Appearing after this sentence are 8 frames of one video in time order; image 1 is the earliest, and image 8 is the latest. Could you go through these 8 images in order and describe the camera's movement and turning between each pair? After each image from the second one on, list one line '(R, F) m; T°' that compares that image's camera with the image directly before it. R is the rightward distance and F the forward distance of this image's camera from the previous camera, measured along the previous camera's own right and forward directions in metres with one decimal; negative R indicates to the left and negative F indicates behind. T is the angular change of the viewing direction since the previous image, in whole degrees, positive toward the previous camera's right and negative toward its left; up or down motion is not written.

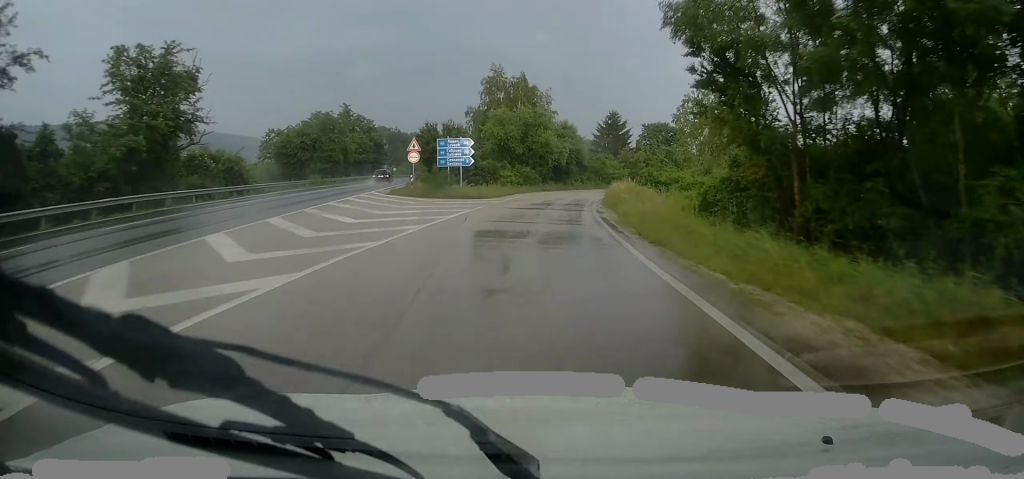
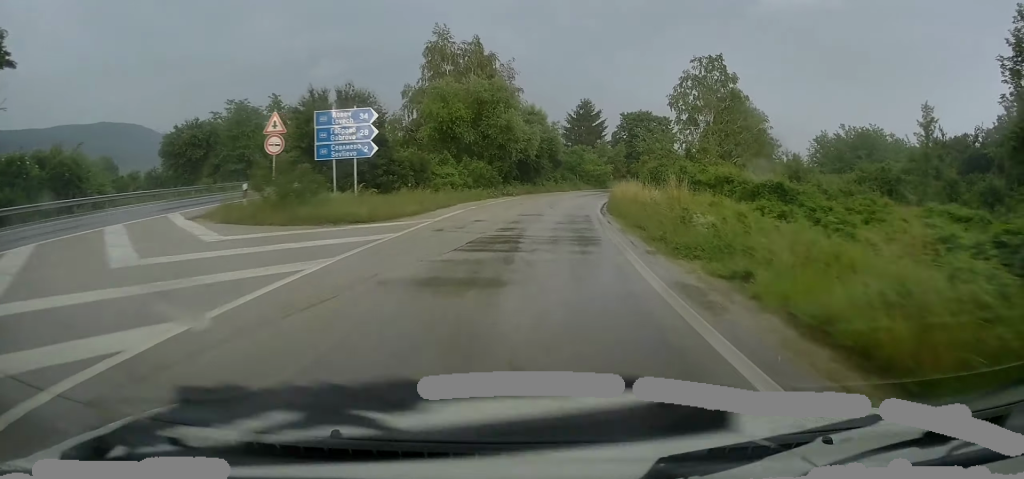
(+0.4, +17.2) m; +3°
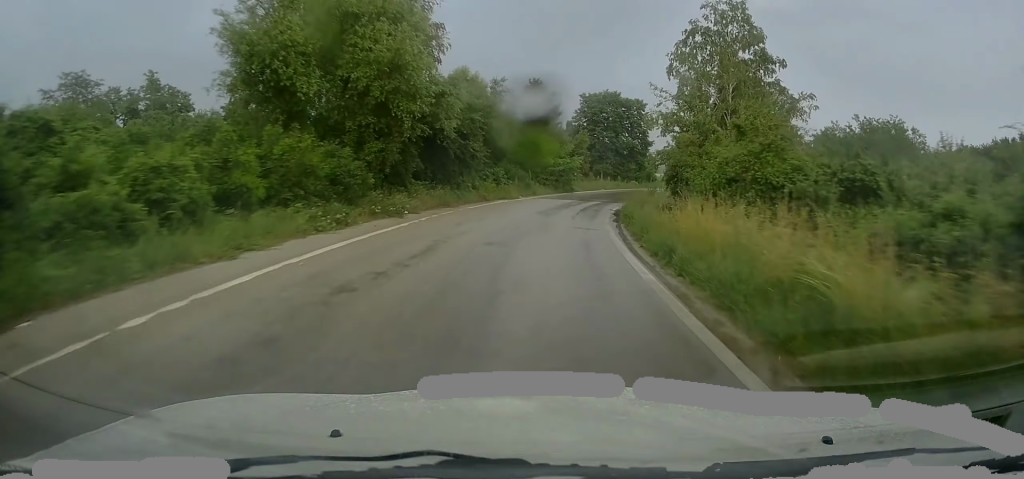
(+0.8, +21.5) m; +4°
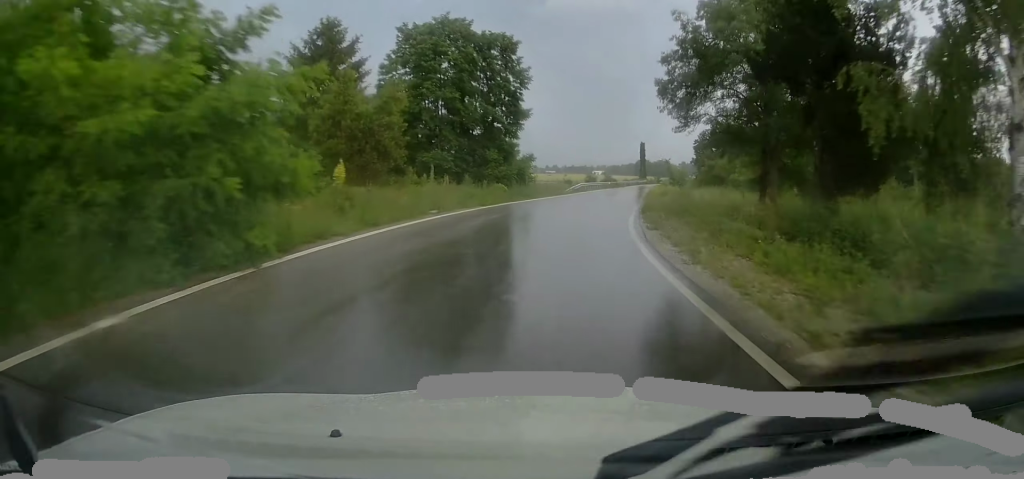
(+3.9, +37.2) m; +13°
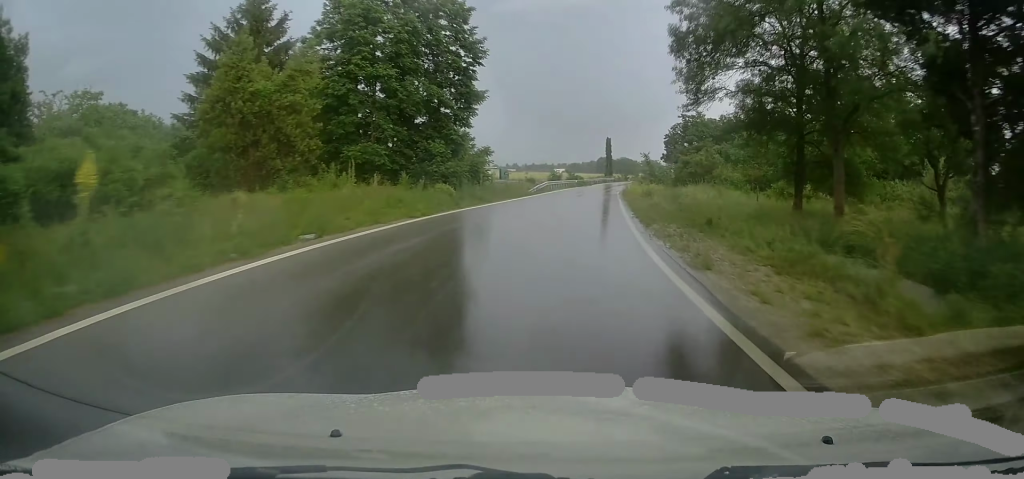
(+0.1, +8.2) m; +3°
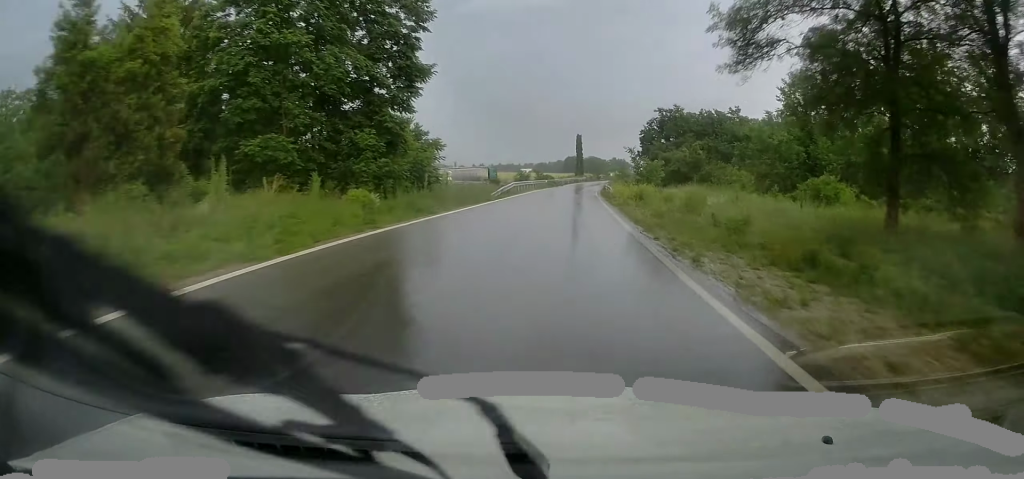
(+0.4, +8.0) m; +3°
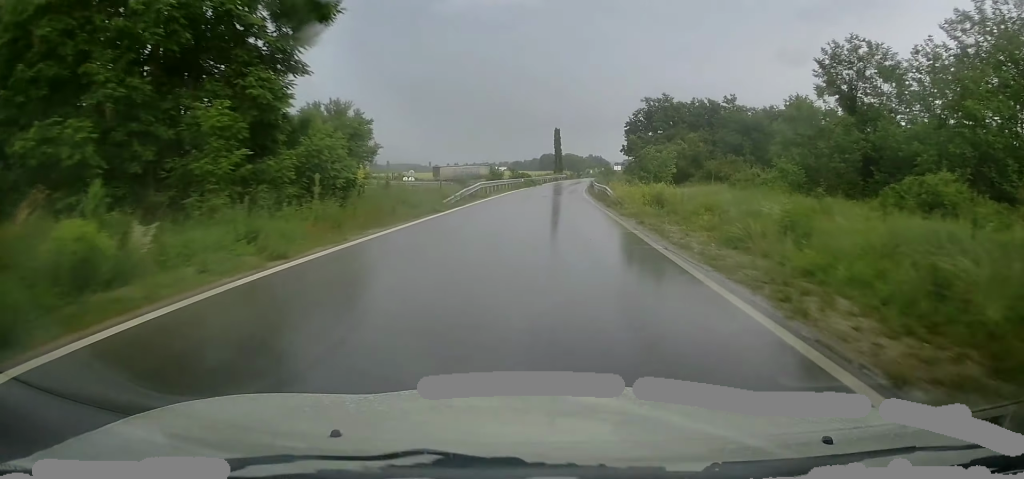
(+0.2, +10.2) m; +4°
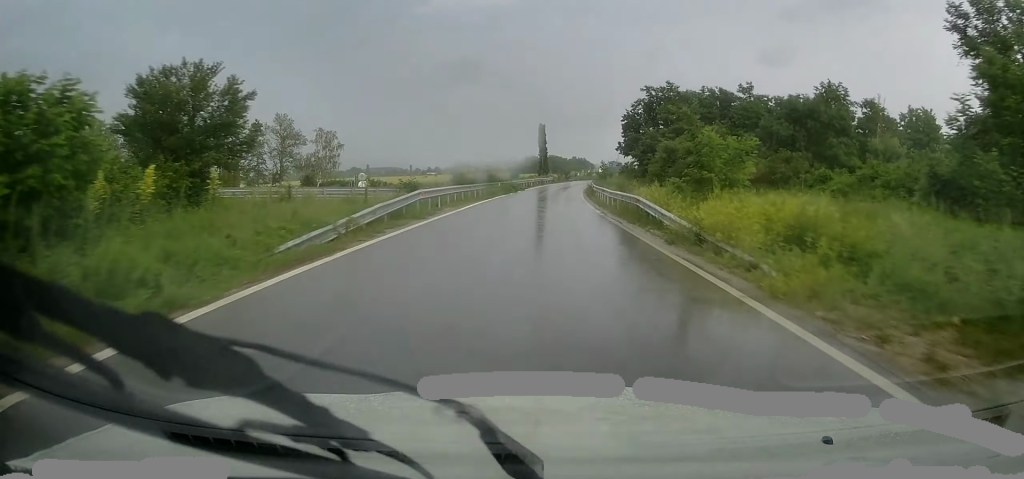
(+0.7, +14.5) m; +3°
